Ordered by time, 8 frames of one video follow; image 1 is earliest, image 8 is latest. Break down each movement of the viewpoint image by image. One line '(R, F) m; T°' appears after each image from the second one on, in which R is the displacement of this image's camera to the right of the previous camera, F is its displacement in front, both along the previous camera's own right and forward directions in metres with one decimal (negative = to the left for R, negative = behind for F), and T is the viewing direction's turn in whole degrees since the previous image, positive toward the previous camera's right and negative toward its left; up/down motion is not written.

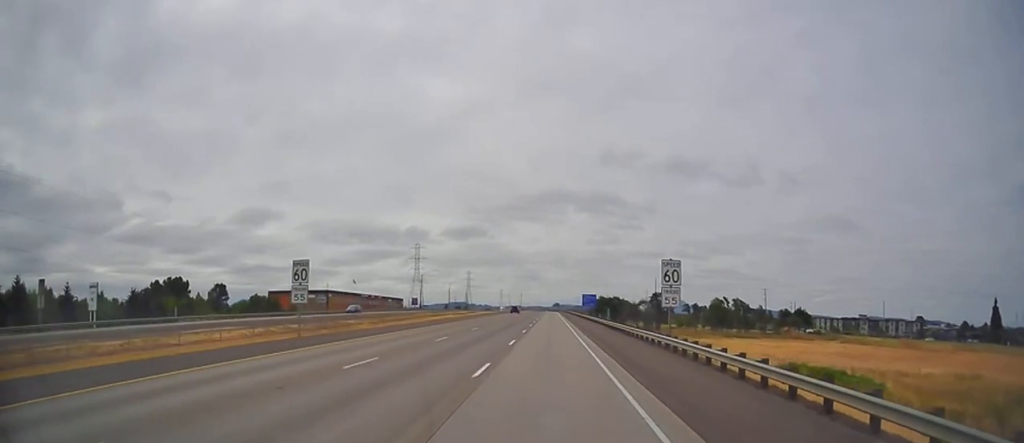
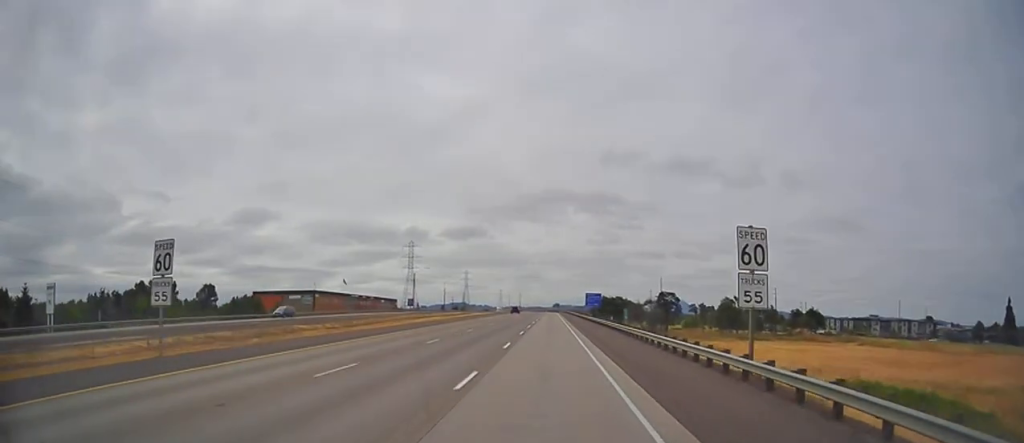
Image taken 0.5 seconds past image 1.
(0.0, +14.6) m; 0°
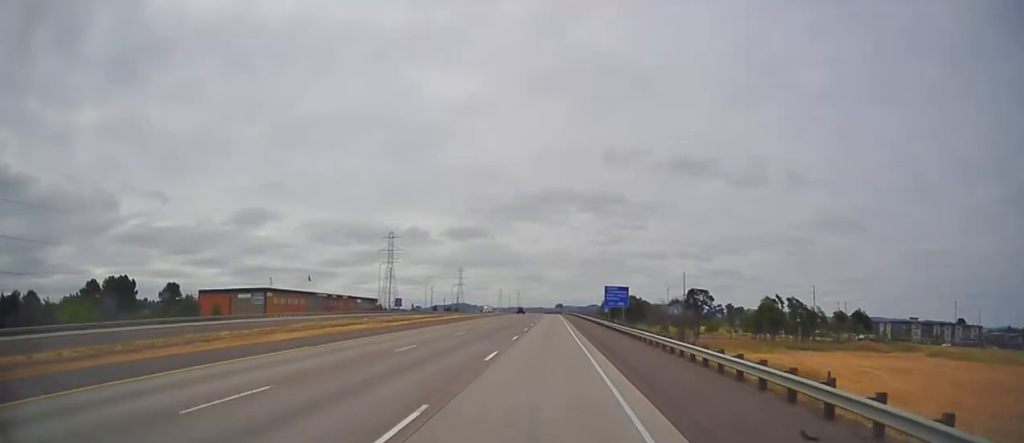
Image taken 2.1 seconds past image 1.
(-0.8, +42.0) m; -1°
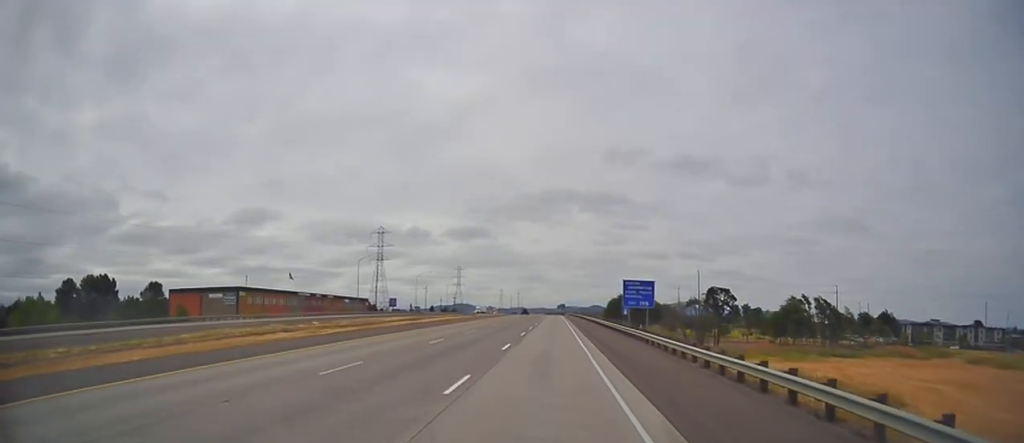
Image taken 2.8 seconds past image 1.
(+0.3, +18.9) m; +1°
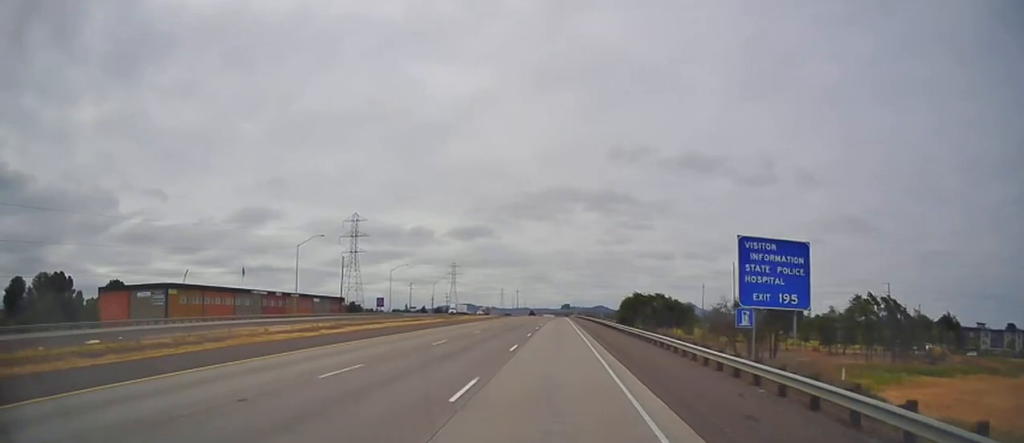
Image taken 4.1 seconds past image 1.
(+0.5, +36.1) m; 0°
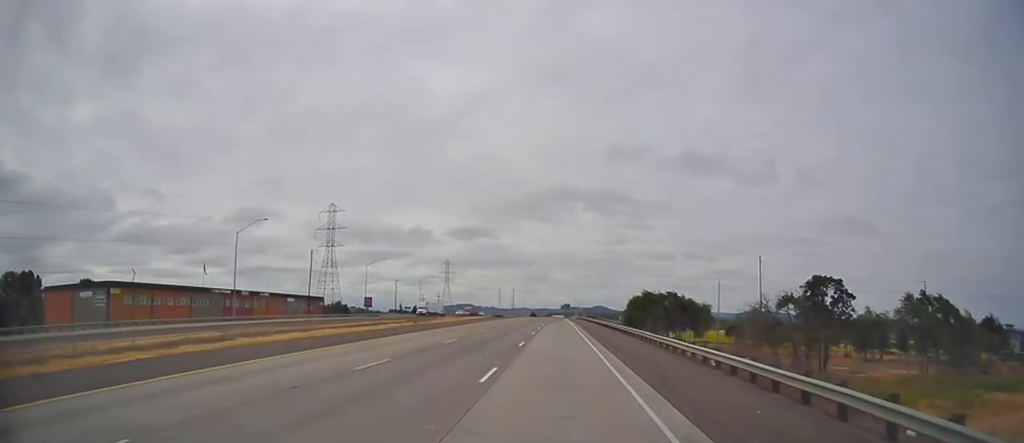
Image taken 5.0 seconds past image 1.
(-0.5, +22.6) m; 0°
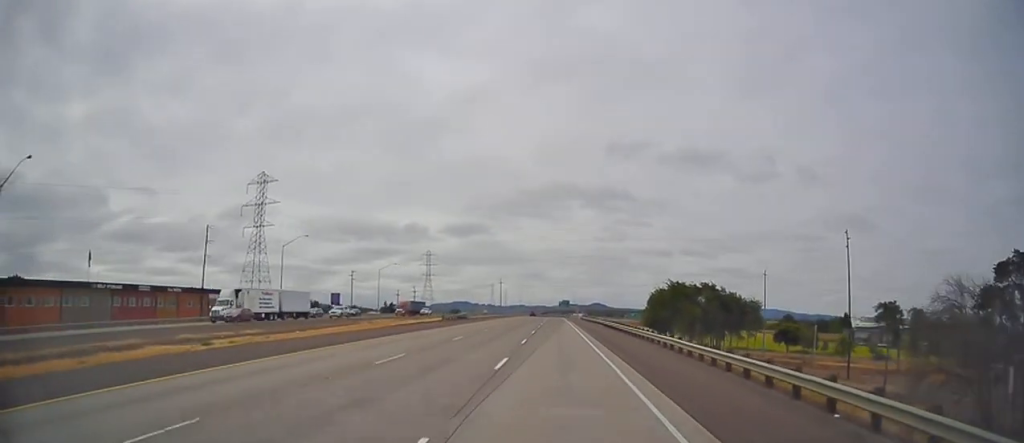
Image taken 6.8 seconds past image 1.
(+0.8, +46.2) m; 0°
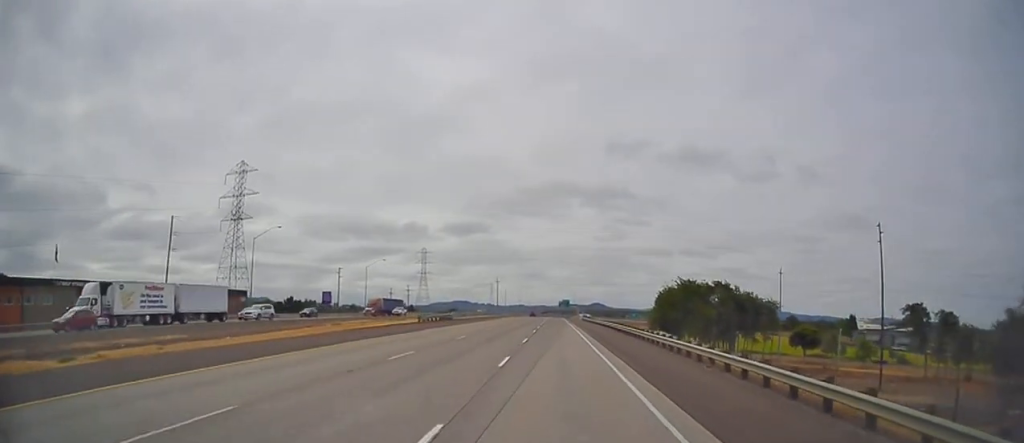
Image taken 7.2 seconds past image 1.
(+0.1, +12.1) m; -1°
